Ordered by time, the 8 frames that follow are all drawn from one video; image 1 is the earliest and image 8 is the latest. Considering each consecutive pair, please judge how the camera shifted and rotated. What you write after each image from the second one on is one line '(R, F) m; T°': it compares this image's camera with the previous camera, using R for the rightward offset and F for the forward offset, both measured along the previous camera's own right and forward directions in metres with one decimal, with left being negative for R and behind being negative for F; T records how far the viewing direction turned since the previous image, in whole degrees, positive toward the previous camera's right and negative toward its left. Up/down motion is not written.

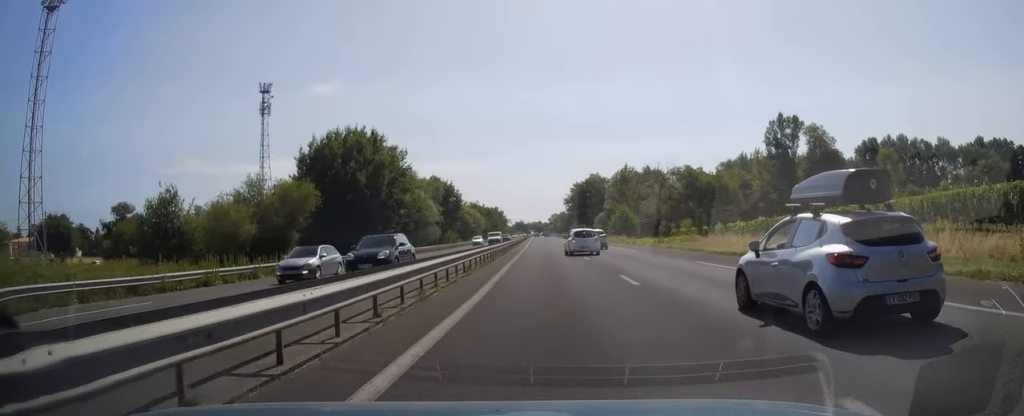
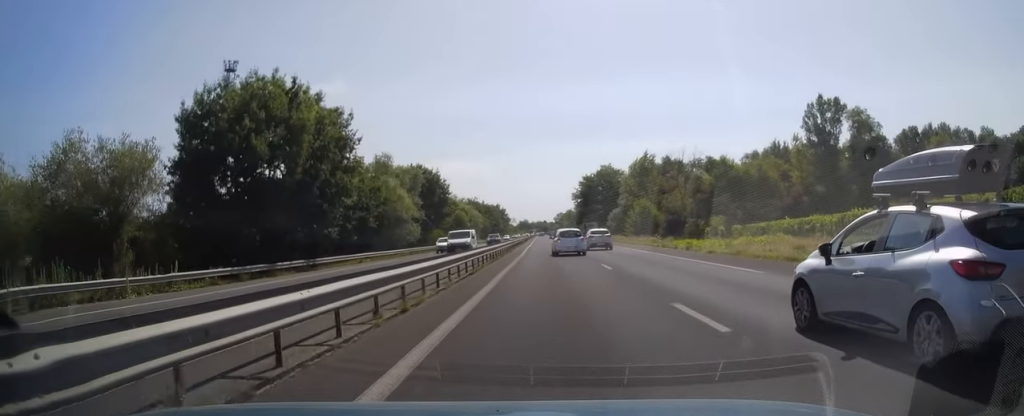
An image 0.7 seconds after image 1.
(-0.1, +20.1) m; 0°
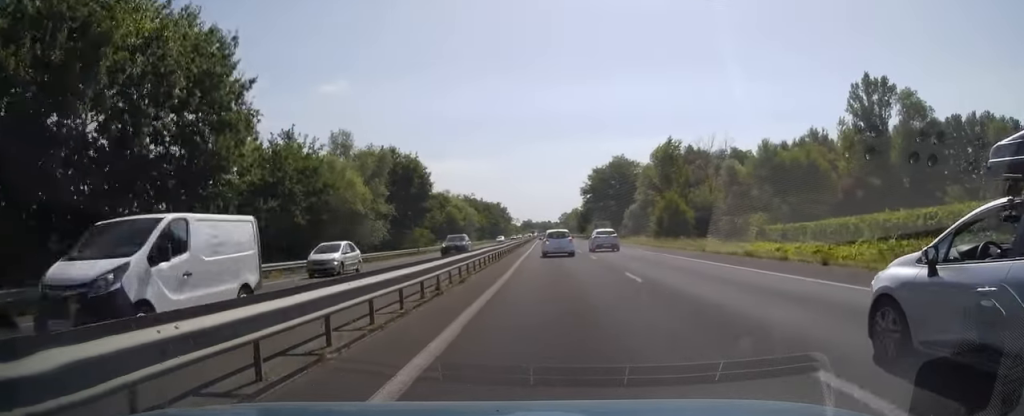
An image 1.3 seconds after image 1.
(0.0, +18.7) m; 0°
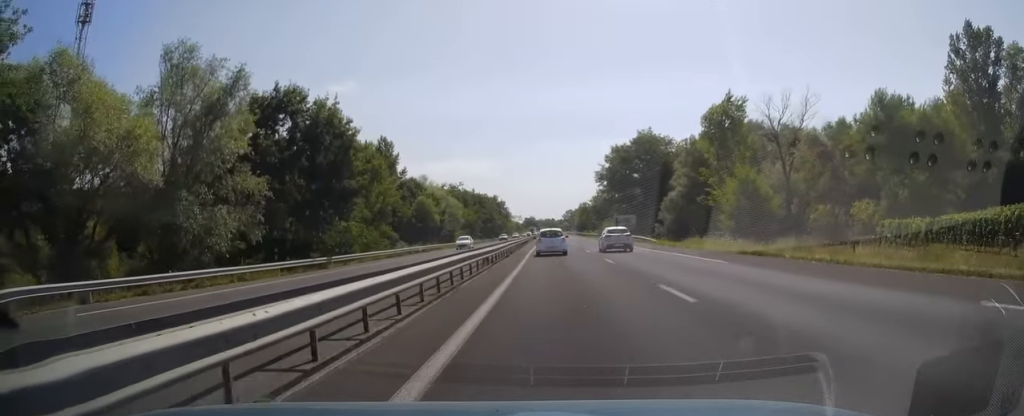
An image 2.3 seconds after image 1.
(-0.2, +30.9) m; -1°
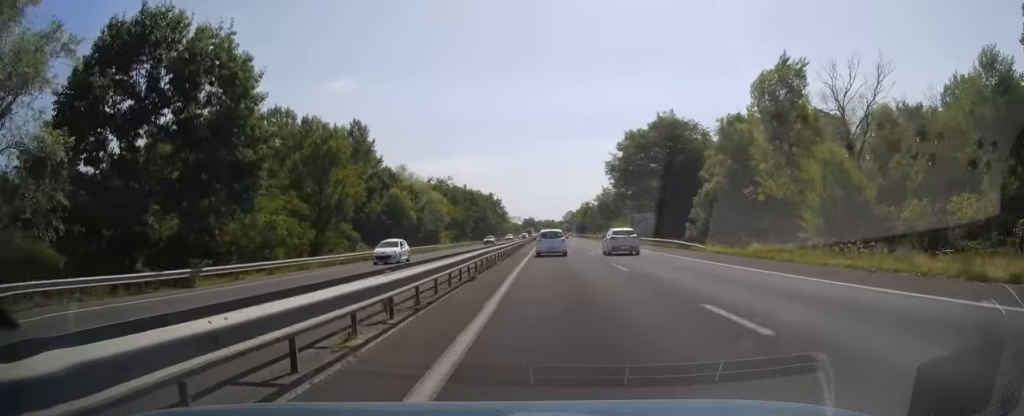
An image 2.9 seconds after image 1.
(-0.1, +16.7) m; 0°
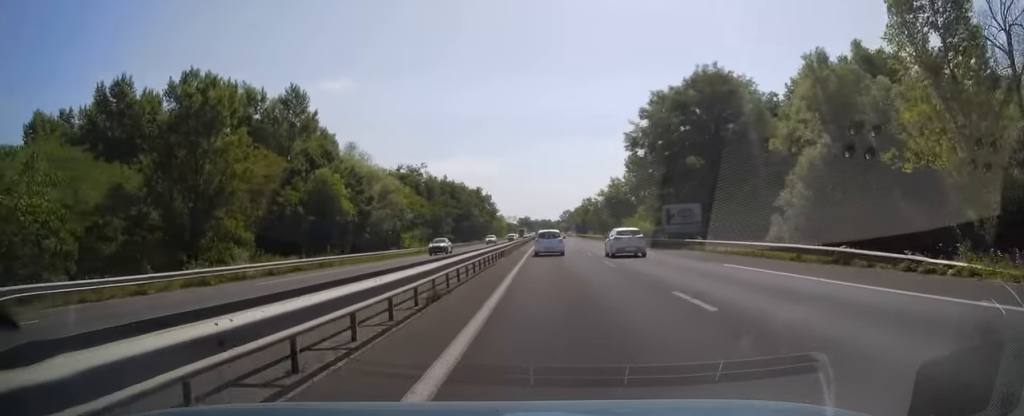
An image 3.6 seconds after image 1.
(0.0, +23.8) m; 0°
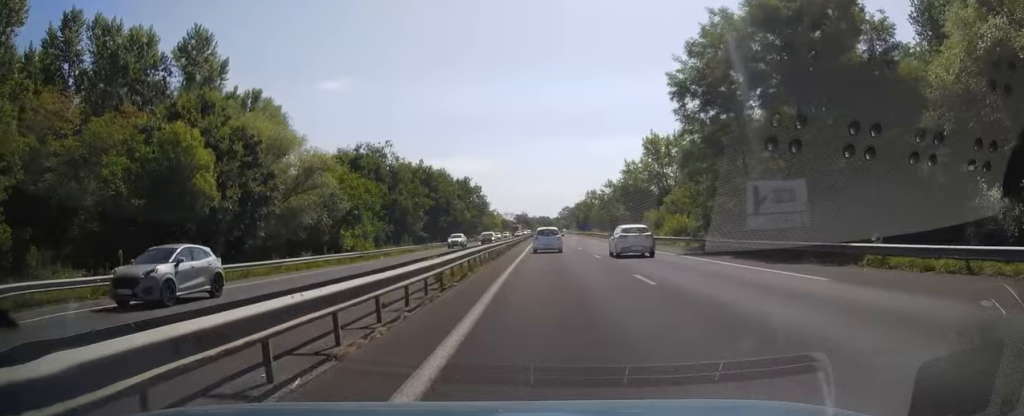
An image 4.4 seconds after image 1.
(0.0, +22.3) m; +1°
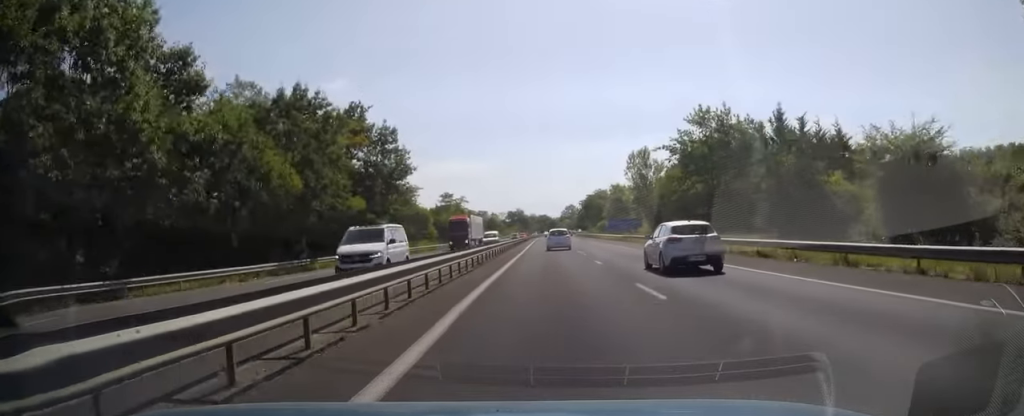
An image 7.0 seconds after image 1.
(+0.2, +82.0) m; -1°
